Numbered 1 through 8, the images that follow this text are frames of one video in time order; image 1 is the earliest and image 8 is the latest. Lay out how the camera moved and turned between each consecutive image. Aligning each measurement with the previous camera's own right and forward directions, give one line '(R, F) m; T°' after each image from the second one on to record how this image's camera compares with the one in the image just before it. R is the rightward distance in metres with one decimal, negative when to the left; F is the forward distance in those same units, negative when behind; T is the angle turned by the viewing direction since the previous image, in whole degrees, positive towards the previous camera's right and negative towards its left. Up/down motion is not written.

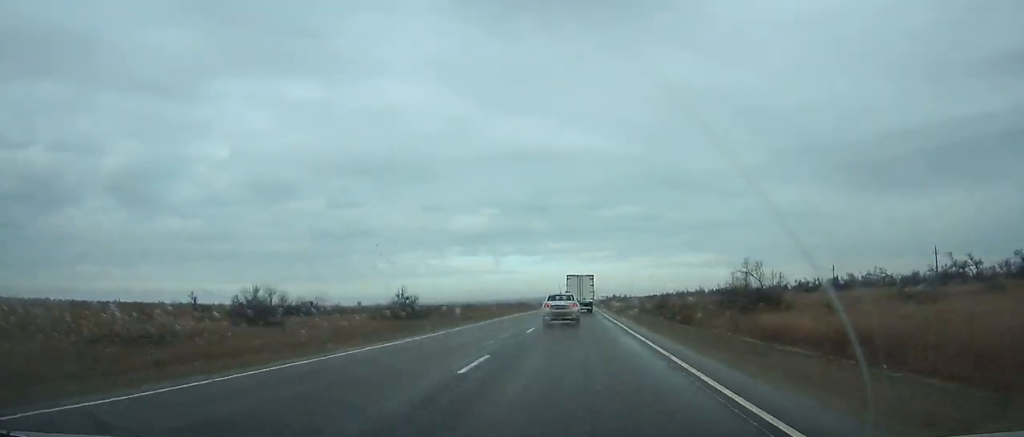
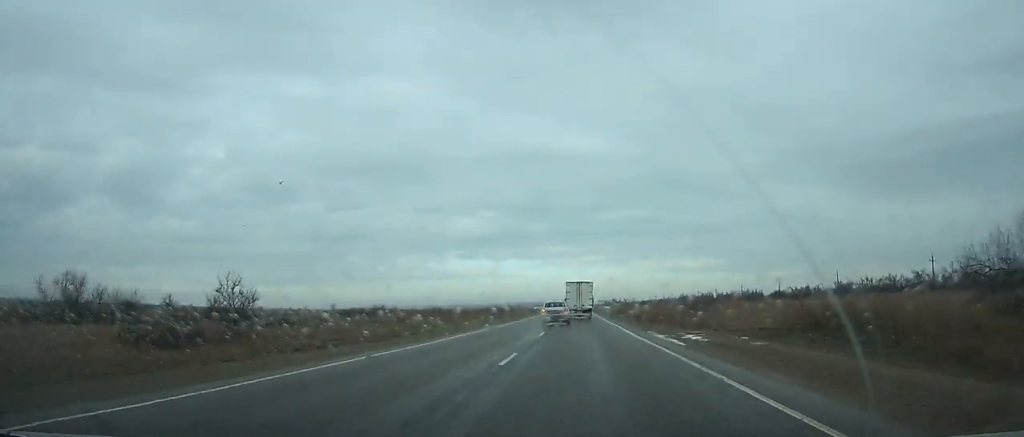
(0.0, +46.9) m; 0°
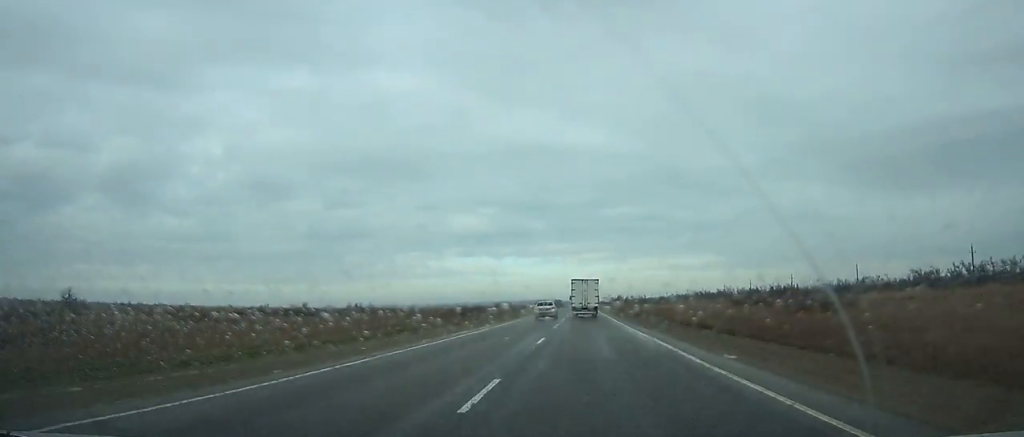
(0.0, +55.5) m; 0°
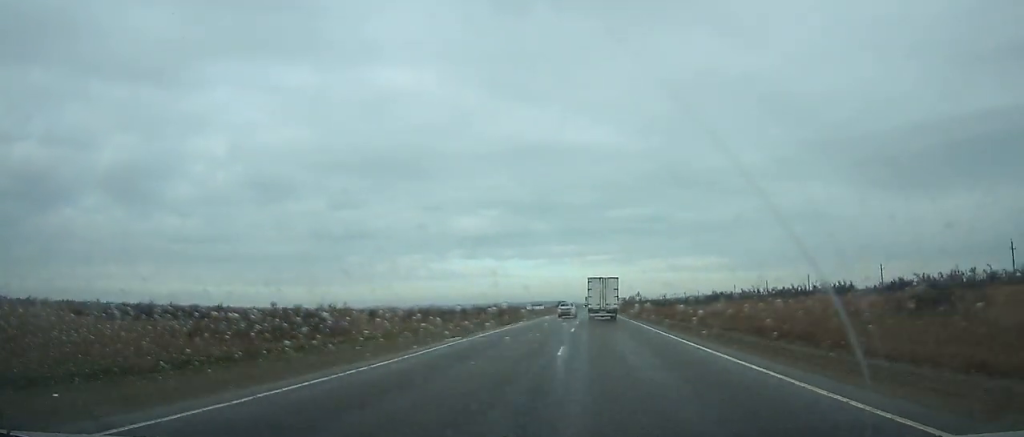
(+0.2, +50.8) m; 0°
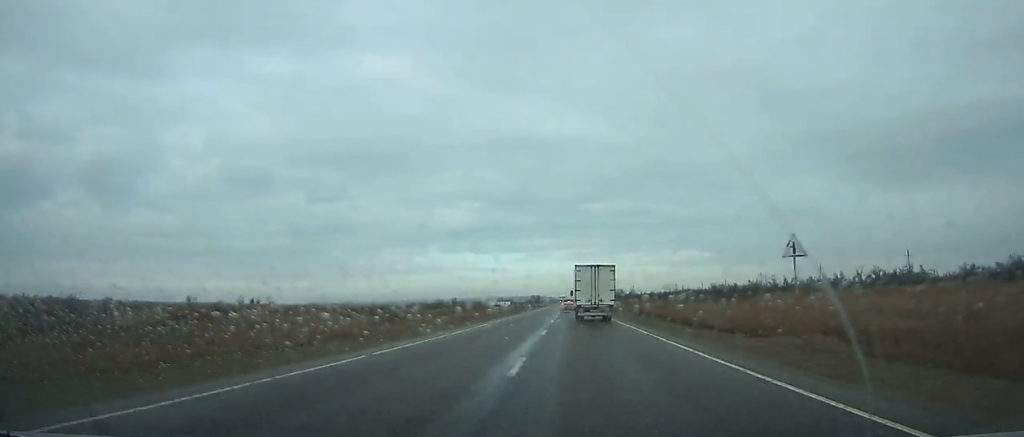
(+0.4, +60.3) m; +1°
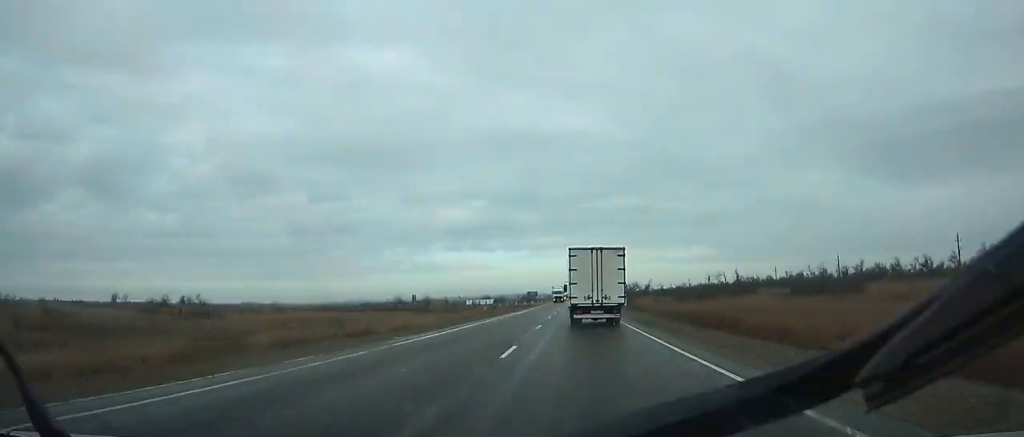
(+0.3, +55.1) m; 0°
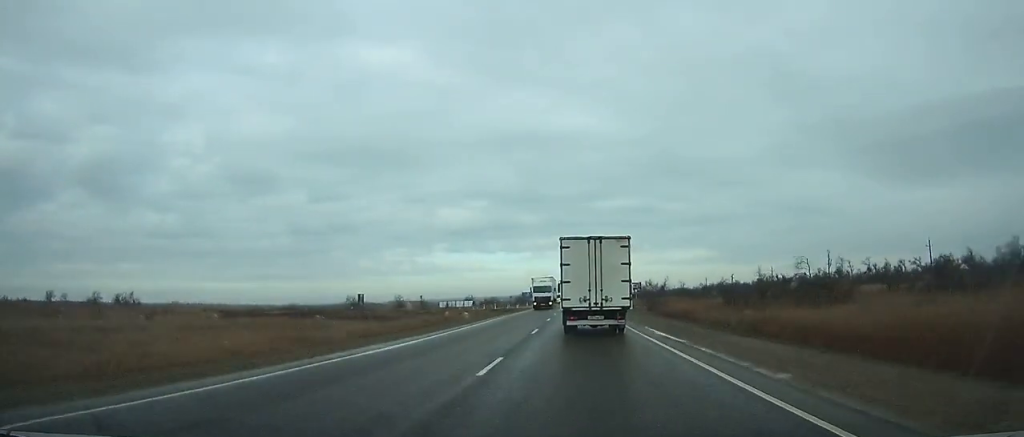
(+0.1, +38.2) m; 0°
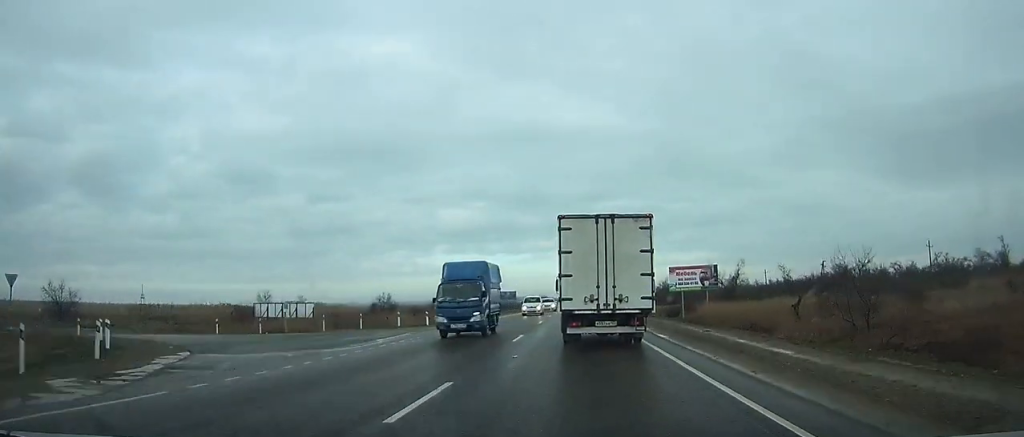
(0.0, +88.3) m; 0°
